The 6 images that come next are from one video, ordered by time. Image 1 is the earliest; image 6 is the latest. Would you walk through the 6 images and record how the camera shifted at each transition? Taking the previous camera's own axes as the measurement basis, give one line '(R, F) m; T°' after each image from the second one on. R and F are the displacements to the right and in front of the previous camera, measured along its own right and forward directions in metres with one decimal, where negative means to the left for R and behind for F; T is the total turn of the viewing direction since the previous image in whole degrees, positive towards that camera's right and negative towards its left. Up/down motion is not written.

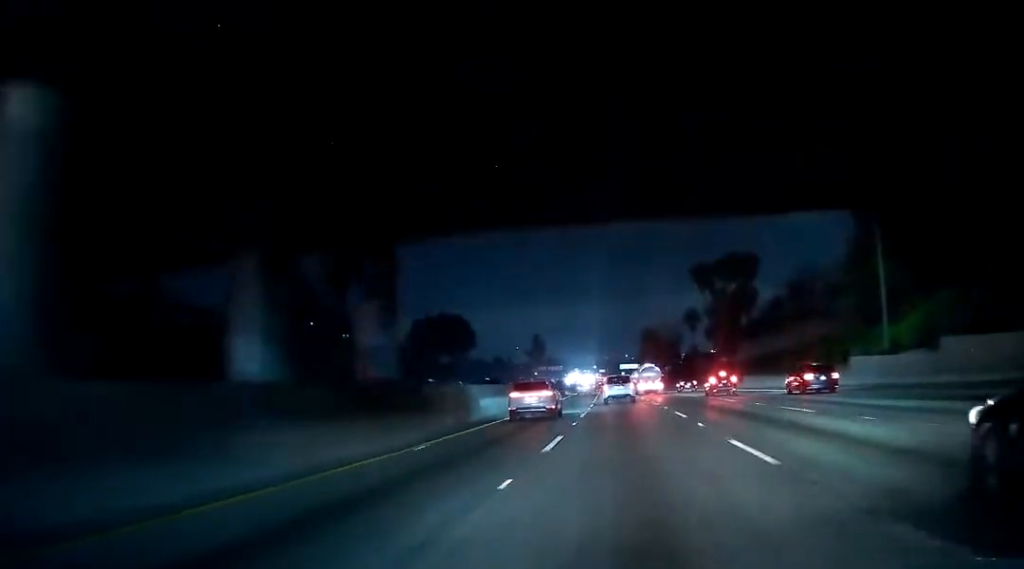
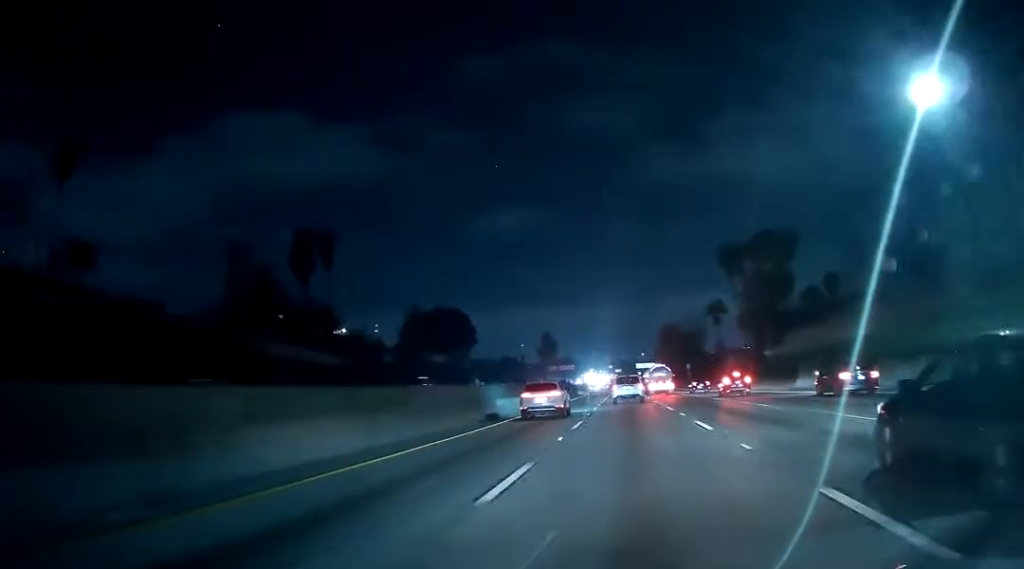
(-0.3, +21.8) m; -1°
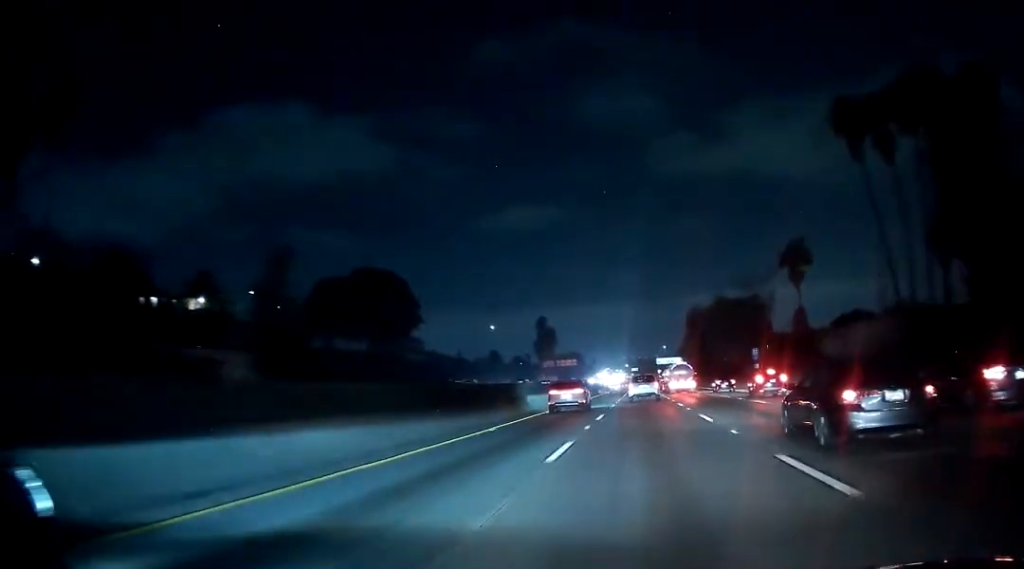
(-1.3, +69.6) m; -2°
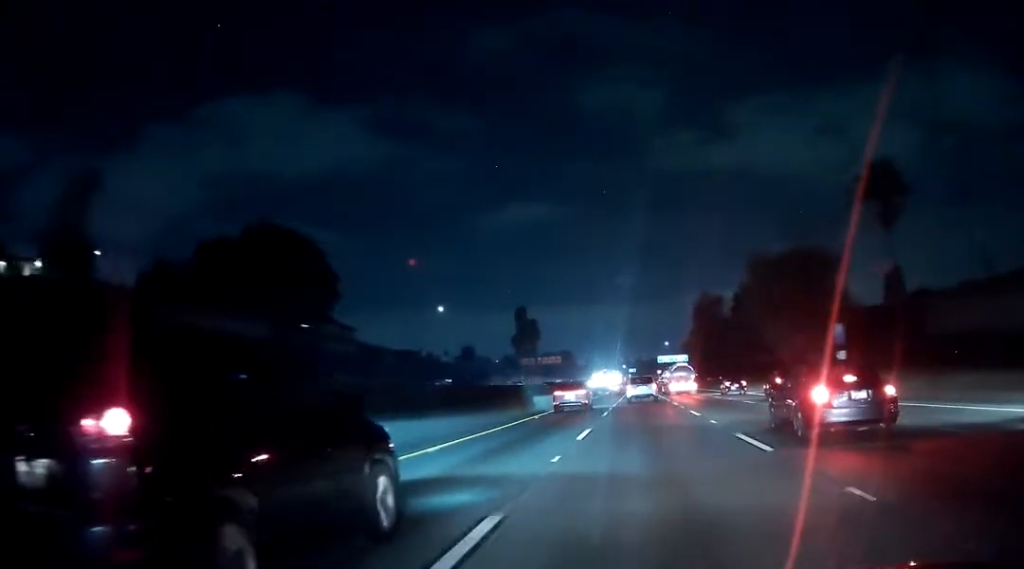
(+0.5, +39.7) m; 0°
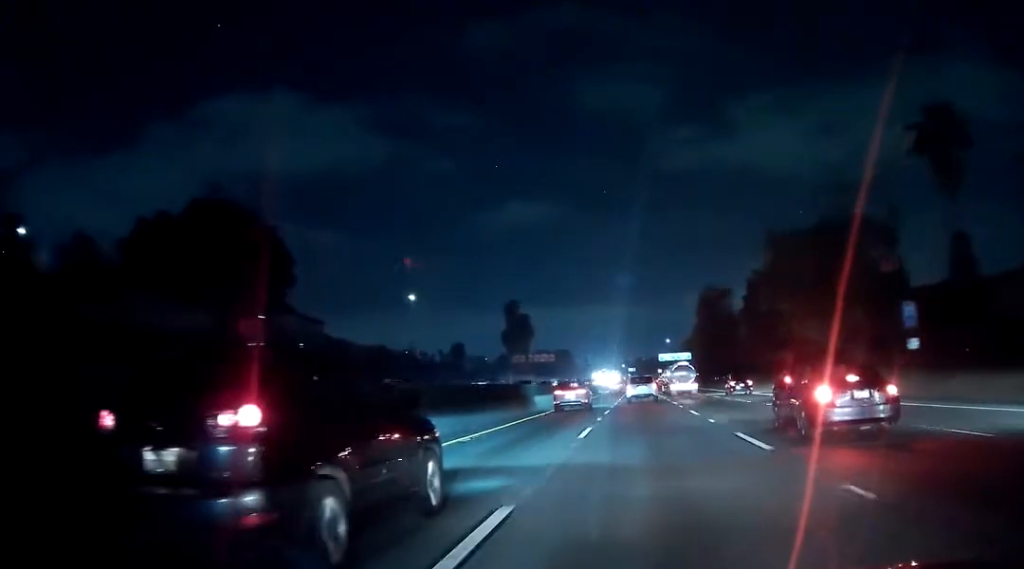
(-0.1, +14.0) m; 0°
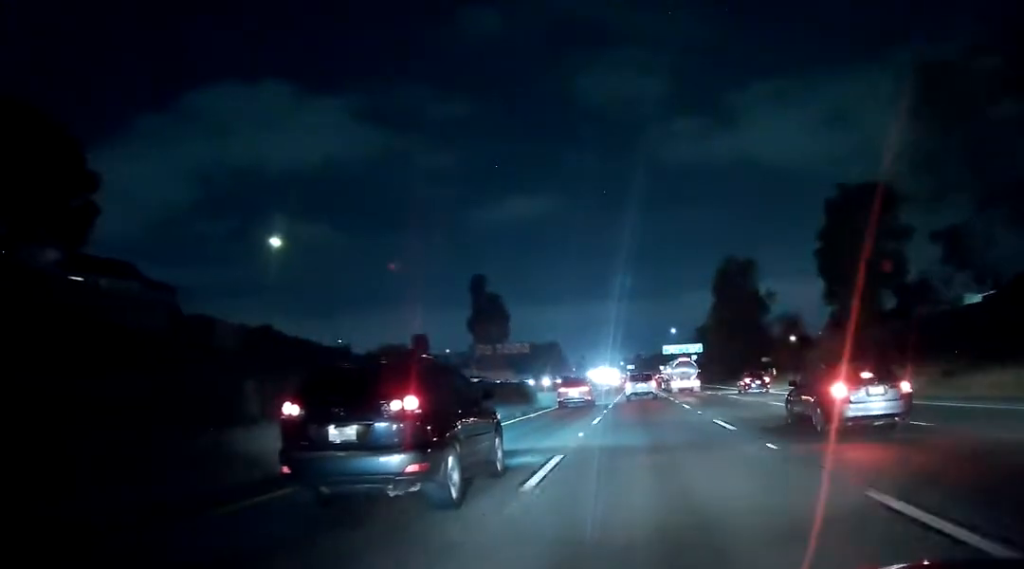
(+0.2, +39.6) m; +1°
